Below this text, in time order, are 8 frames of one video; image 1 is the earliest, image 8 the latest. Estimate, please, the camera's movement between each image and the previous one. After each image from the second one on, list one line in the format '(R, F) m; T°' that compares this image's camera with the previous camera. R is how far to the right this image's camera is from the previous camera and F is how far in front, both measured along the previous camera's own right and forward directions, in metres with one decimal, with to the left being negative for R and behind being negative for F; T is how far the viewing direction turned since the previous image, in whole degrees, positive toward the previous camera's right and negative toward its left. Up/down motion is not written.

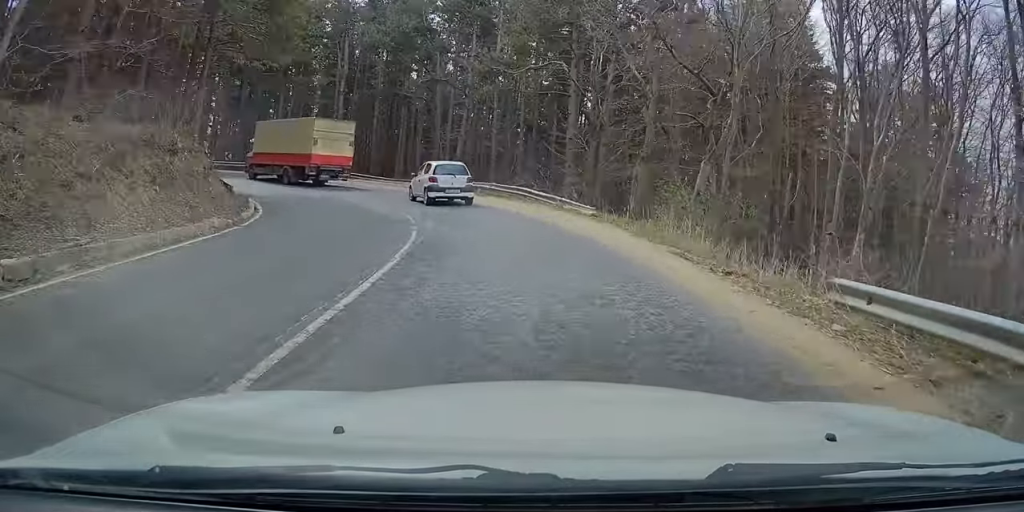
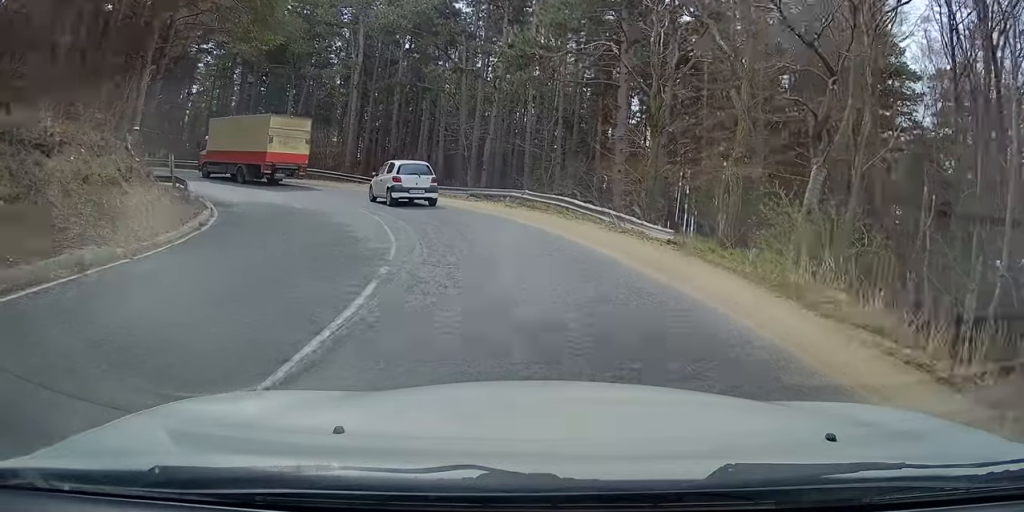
(-0.1, +6.1) m; -4°
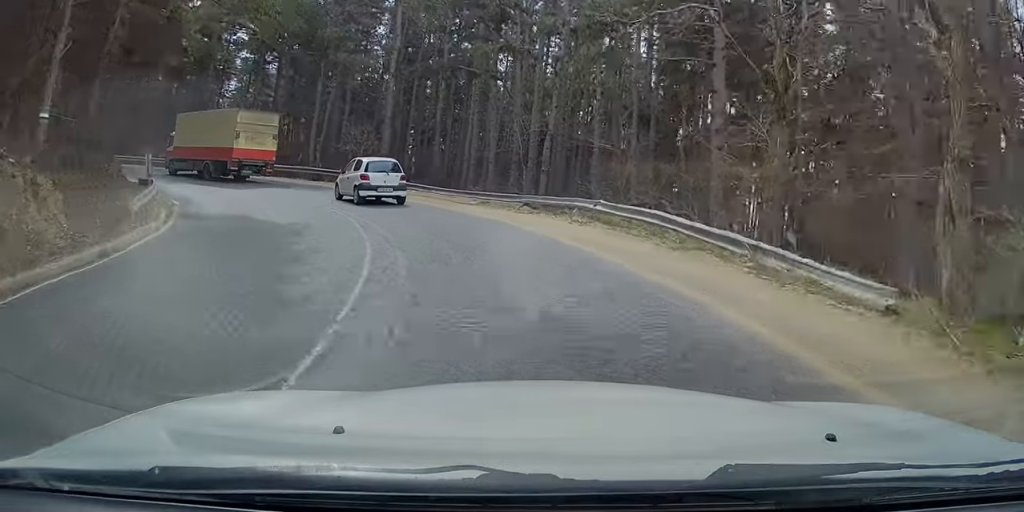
(-0.2, +6.6) m; -6°
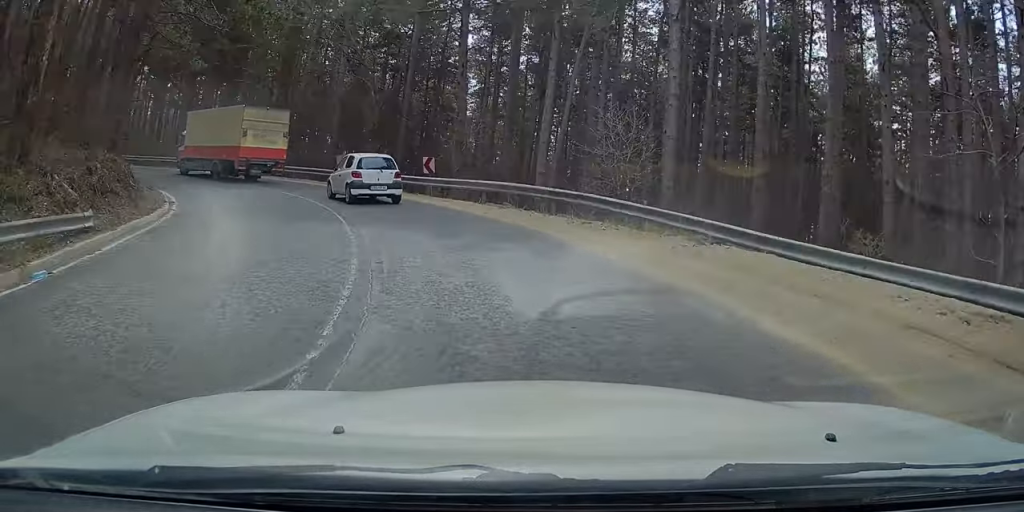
(-3.2, +17.4) m; -18°
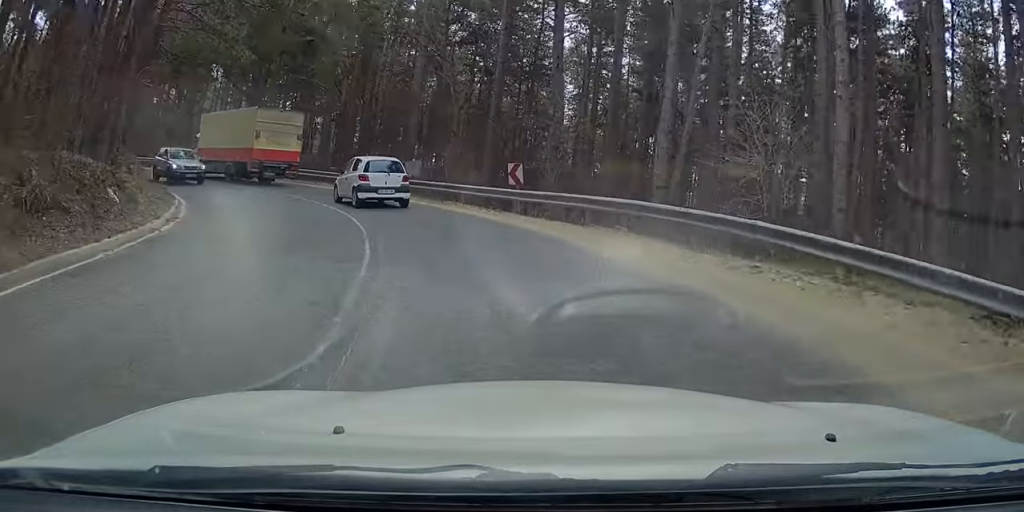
(-0.4, +5.7) m; -3°
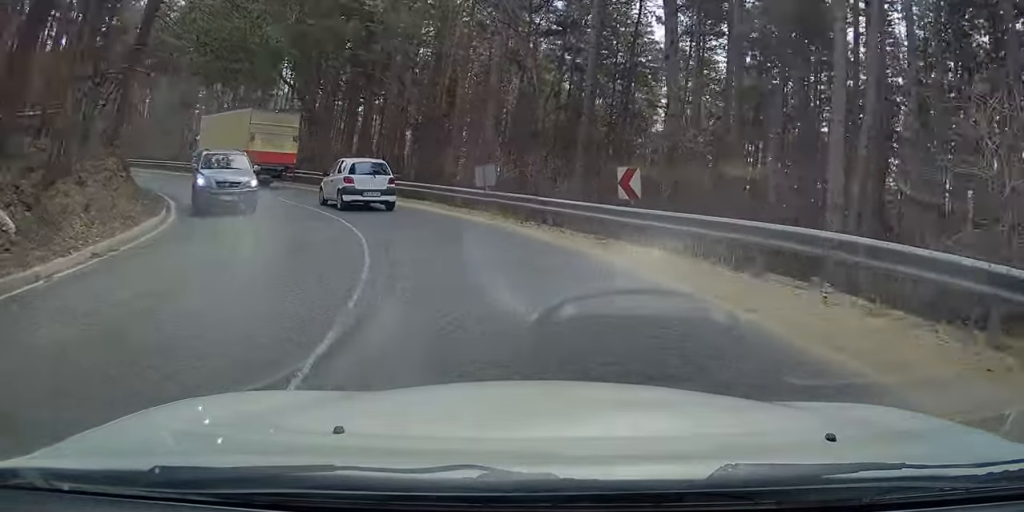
(-0.1, +6.6) m; -4°
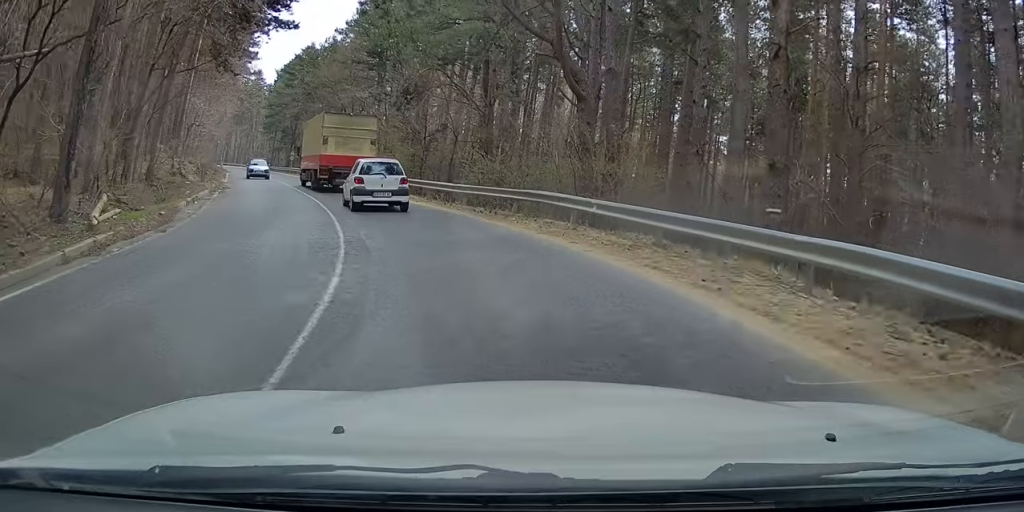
(-2.8, +19.2) m; -19°
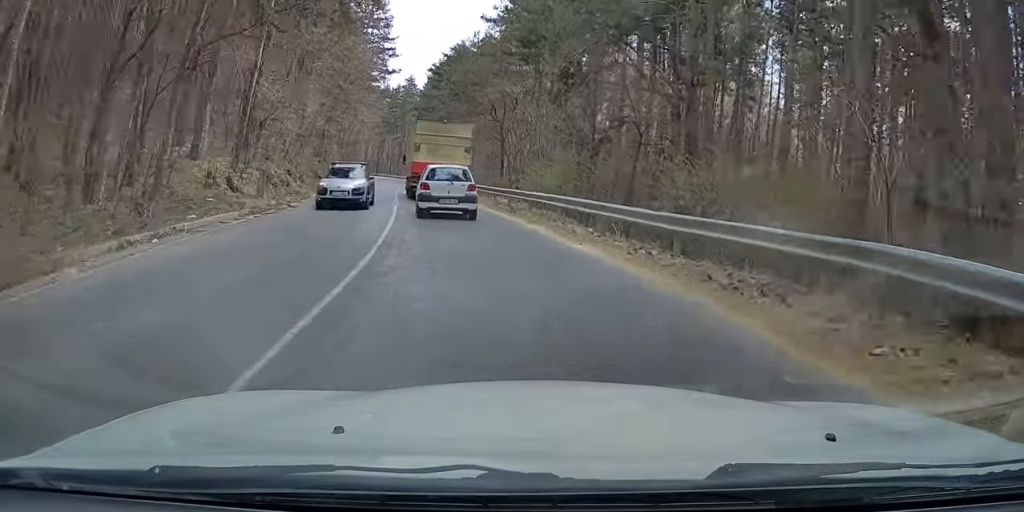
(-1.2, +10.5) m; -16°
